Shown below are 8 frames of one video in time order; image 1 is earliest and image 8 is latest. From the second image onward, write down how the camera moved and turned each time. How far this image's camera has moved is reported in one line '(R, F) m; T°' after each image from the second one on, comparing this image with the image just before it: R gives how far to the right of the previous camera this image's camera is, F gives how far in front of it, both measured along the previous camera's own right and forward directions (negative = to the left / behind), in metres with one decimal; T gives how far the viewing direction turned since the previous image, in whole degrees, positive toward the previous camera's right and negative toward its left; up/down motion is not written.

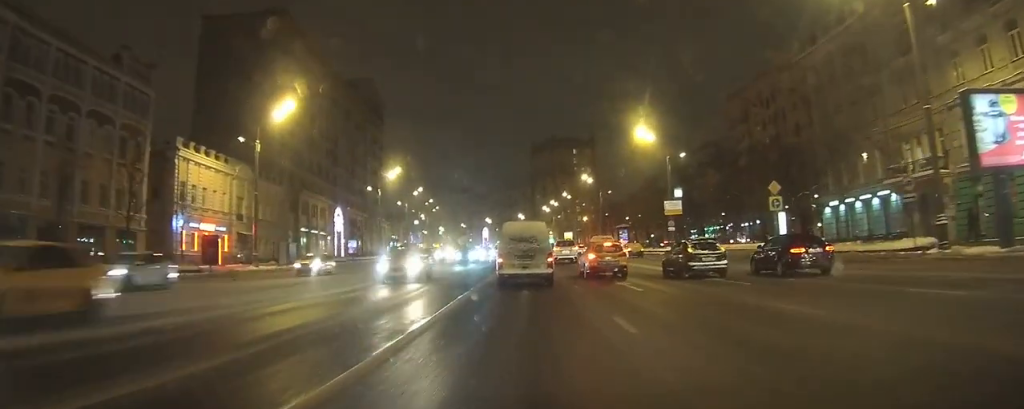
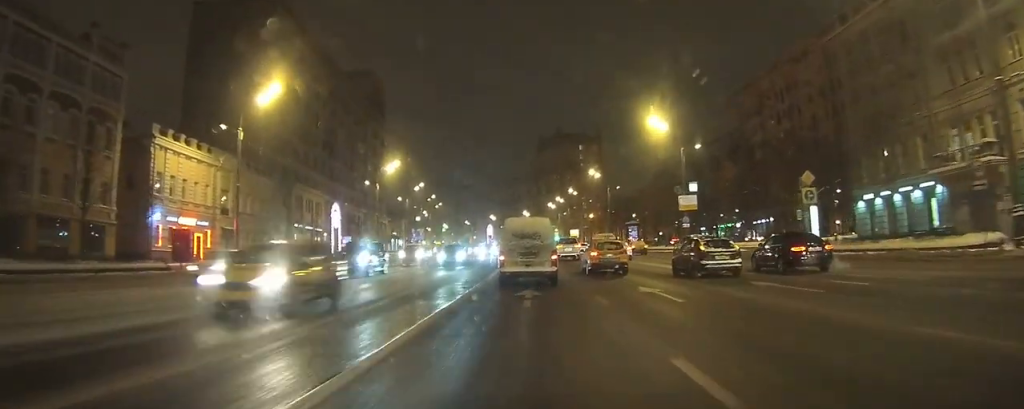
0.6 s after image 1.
(0.0, +4.4) m; 0°
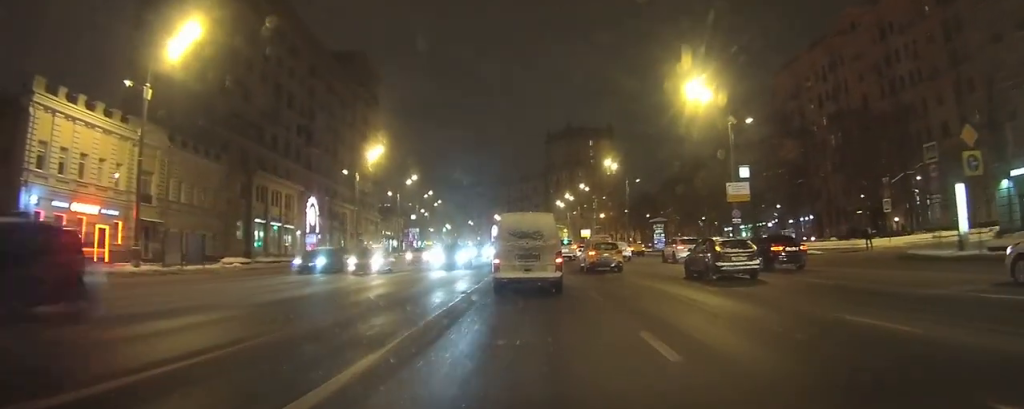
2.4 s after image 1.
(+0.2, +13.8) m; 0°
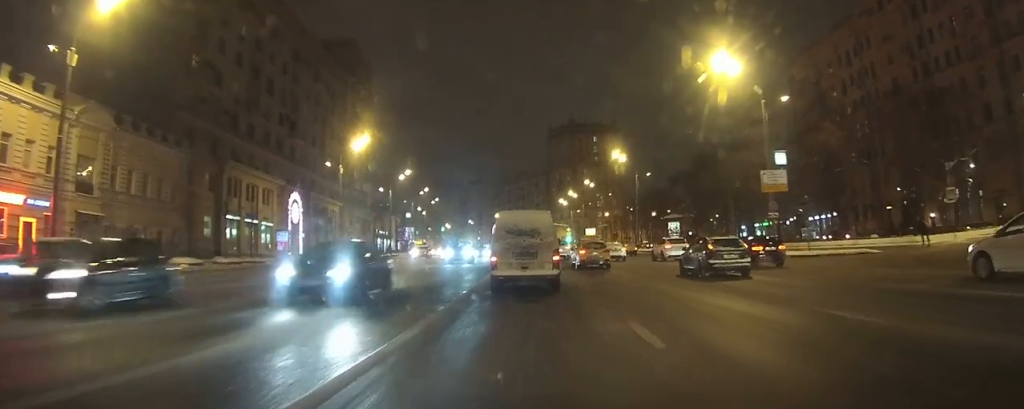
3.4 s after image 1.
(-0.2, +7.8) m; -2°
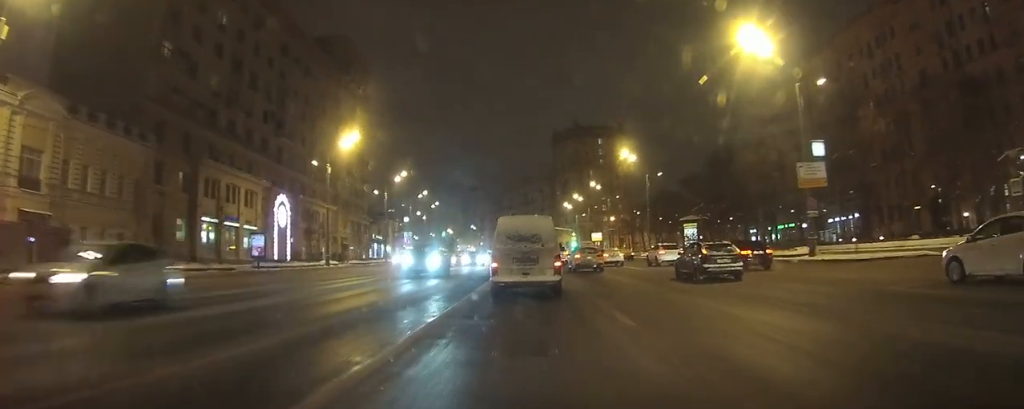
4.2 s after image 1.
(0.0, +5.9) m; 0°
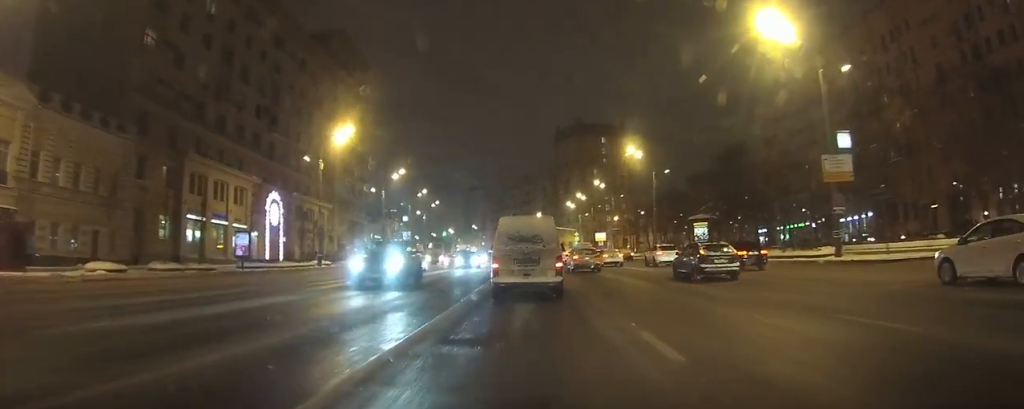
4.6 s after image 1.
(0.0, +3.0) m; 0°
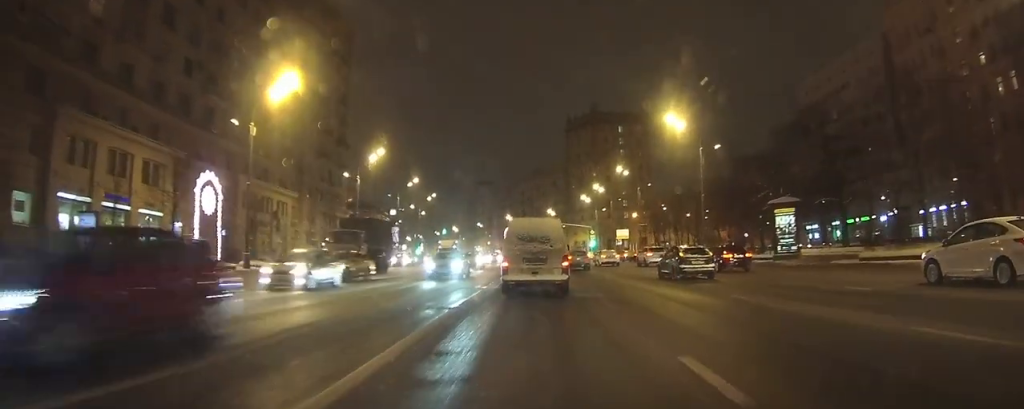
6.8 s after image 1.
(0.0, +16.0) m; 0°
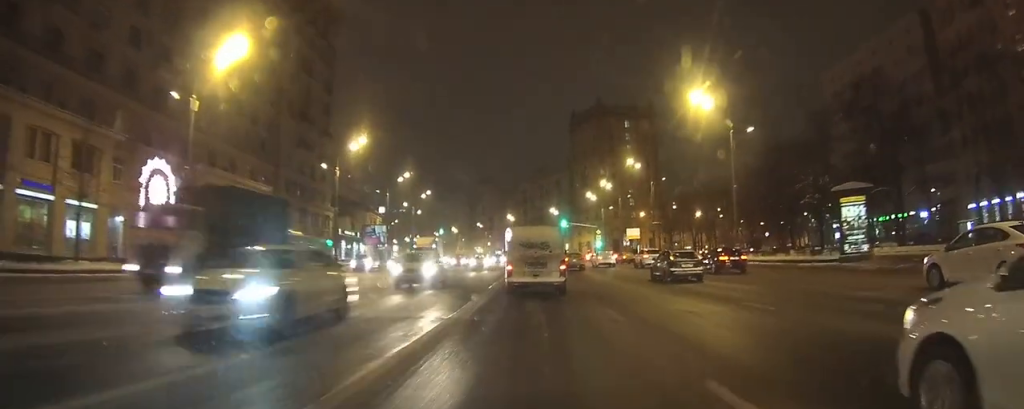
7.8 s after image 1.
(+0.1, +7.2) m; 0°
